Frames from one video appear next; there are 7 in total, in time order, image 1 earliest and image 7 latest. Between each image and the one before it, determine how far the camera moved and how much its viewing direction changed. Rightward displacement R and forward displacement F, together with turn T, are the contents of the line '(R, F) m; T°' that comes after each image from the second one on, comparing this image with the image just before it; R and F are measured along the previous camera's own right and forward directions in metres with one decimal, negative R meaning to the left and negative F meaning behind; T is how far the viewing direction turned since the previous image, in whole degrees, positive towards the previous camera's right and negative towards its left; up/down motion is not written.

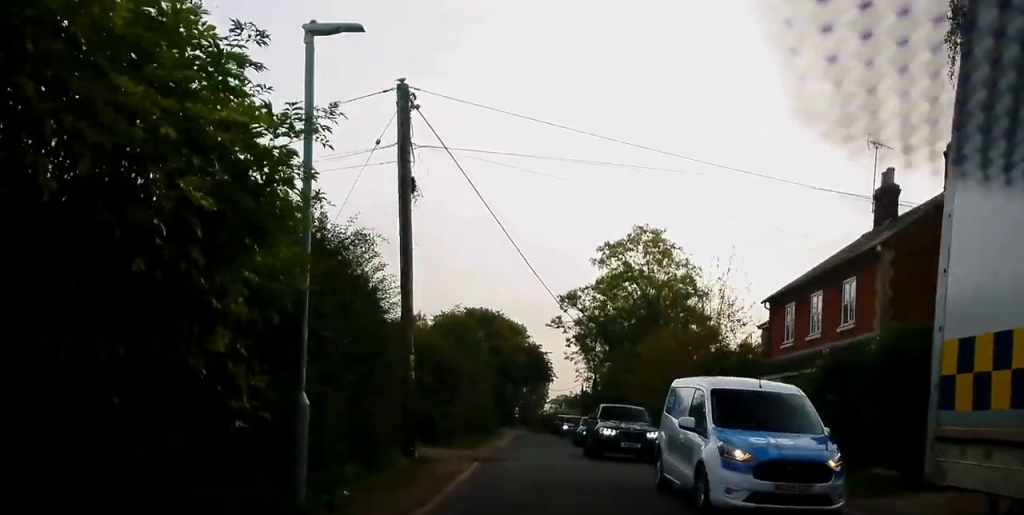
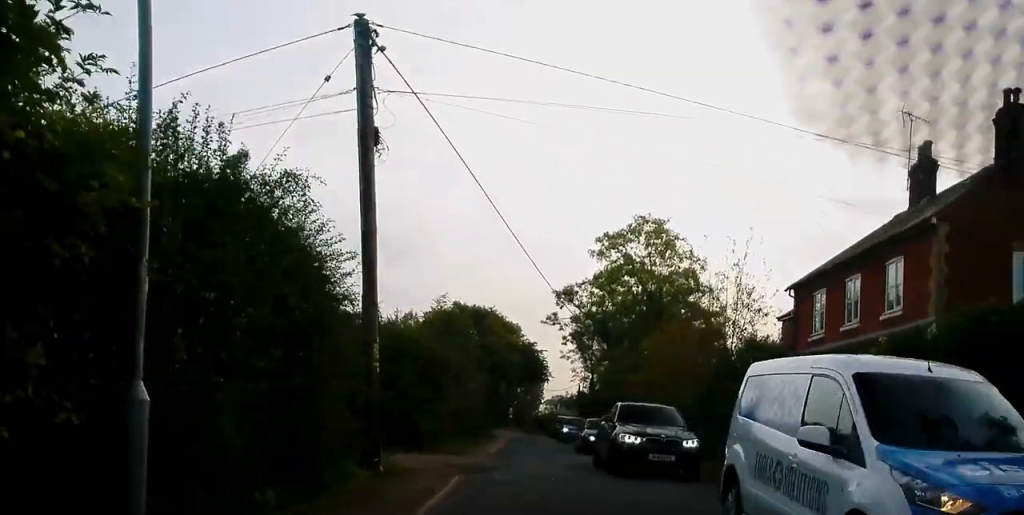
(0.0, +2.9) m; +1°
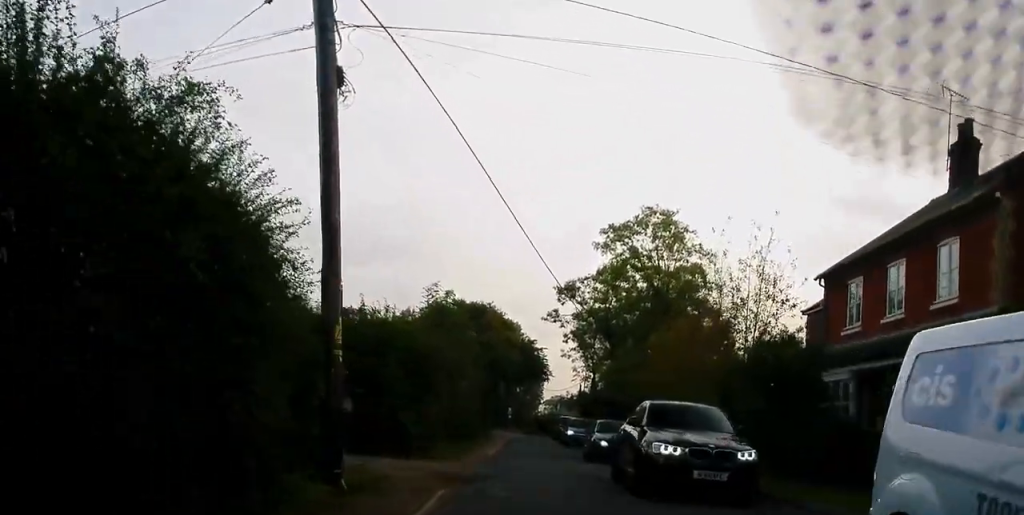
(0.0, +2.4) m; +2°
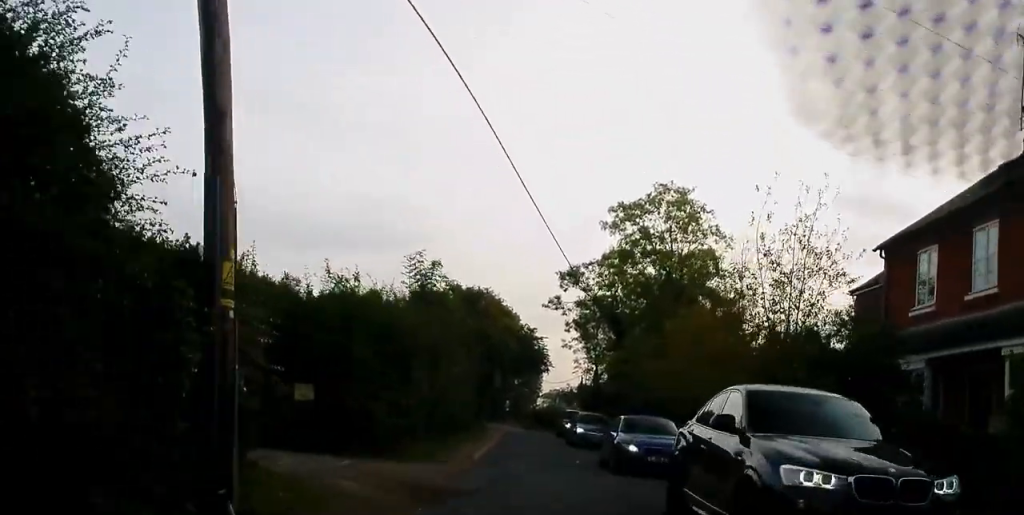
(0.0, +3.5) m; +2°
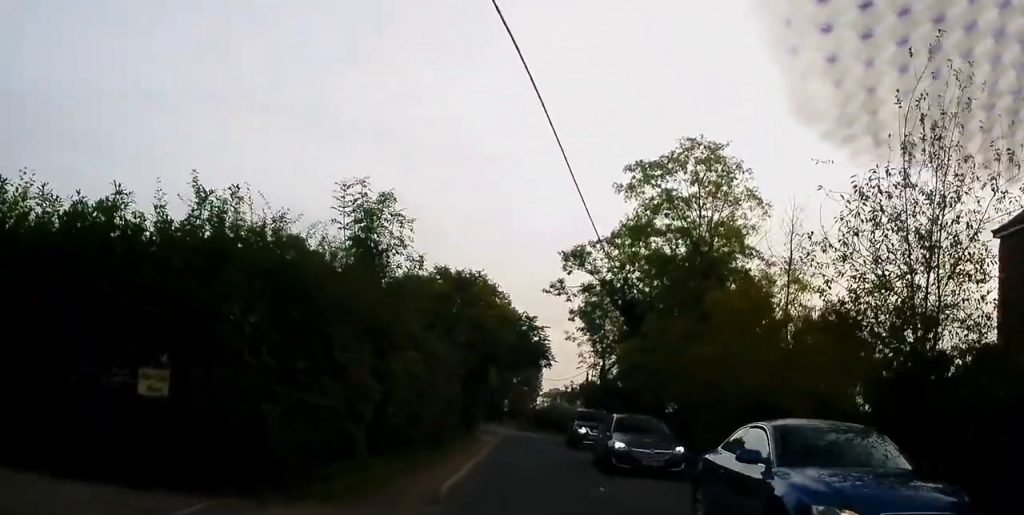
(+0.3, +6.7) m; -4°
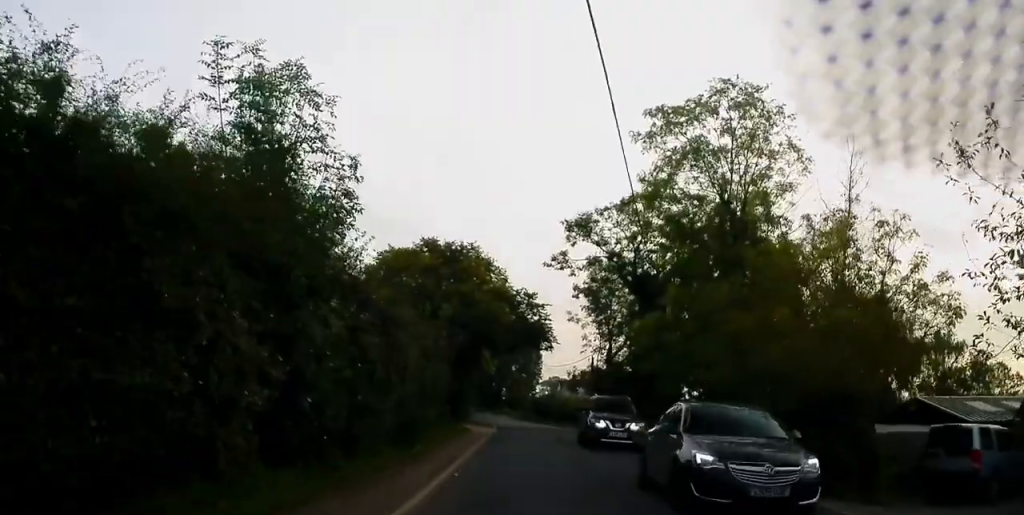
(-0.6, +5.2) m; -2°
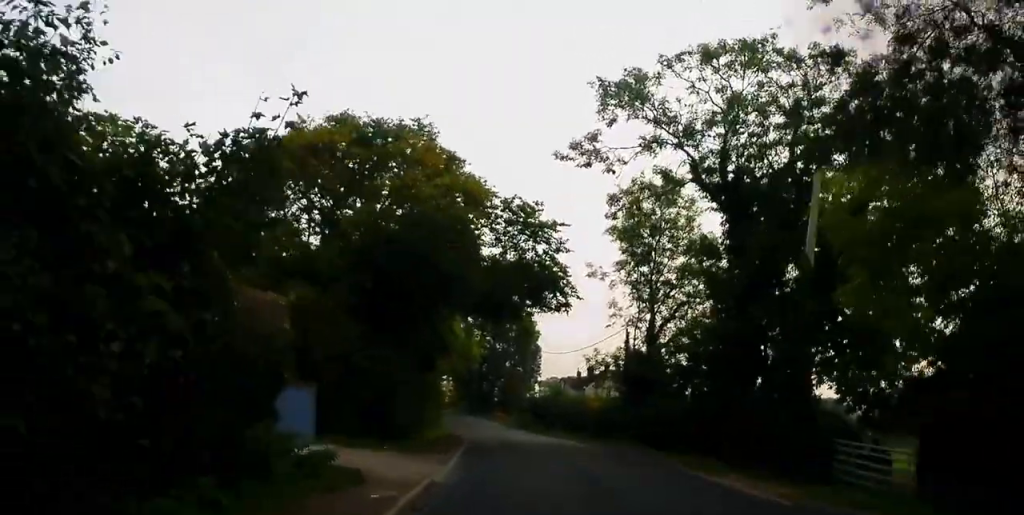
(+0.4, +19.5) m; +2°
